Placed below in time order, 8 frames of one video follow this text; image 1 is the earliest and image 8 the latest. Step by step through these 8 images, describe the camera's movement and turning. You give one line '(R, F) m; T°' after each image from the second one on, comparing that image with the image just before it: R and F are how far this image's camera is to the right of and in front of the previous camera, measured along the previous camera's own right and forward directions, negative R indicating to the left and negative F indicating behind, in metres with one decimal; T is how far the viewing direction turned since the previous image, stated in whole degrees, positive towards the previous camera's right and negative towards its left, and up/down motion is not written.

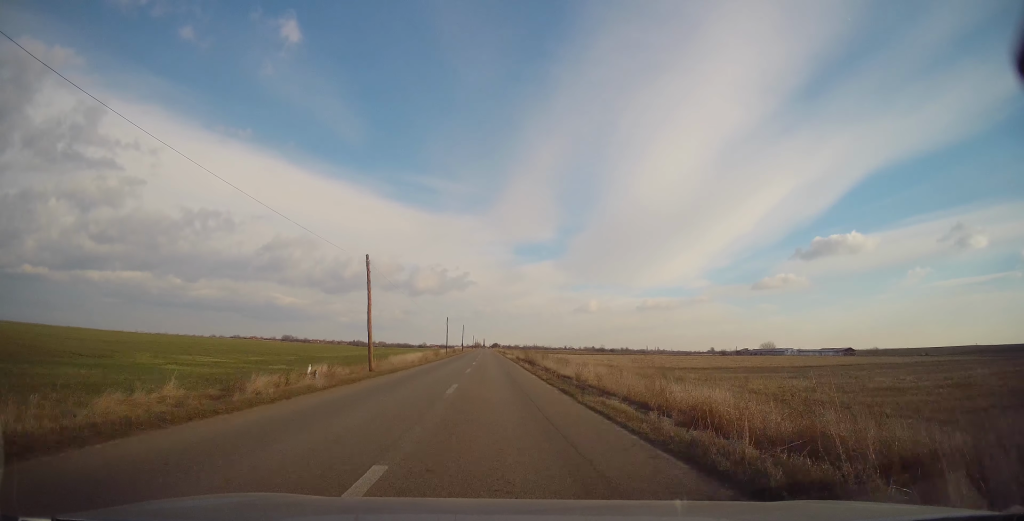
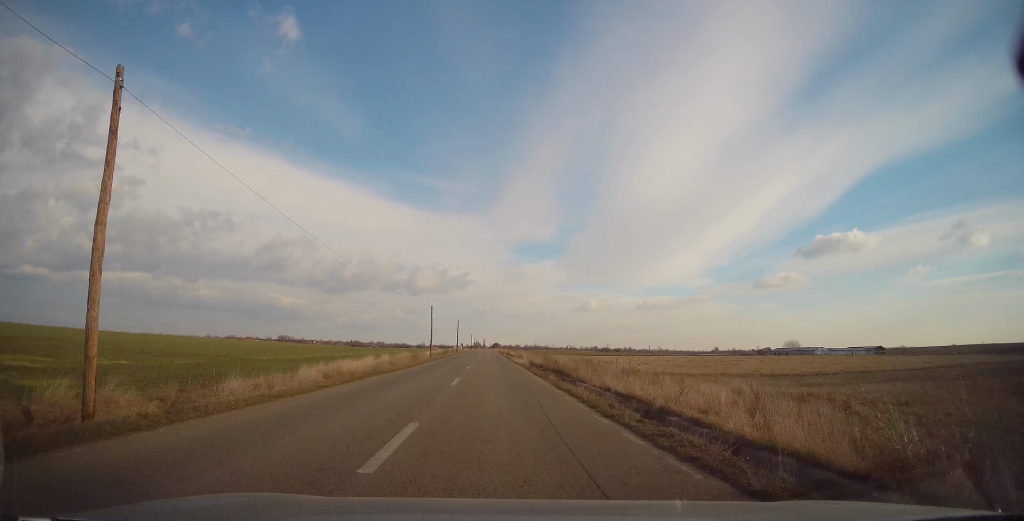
(0.0, +20.9) m; +1°
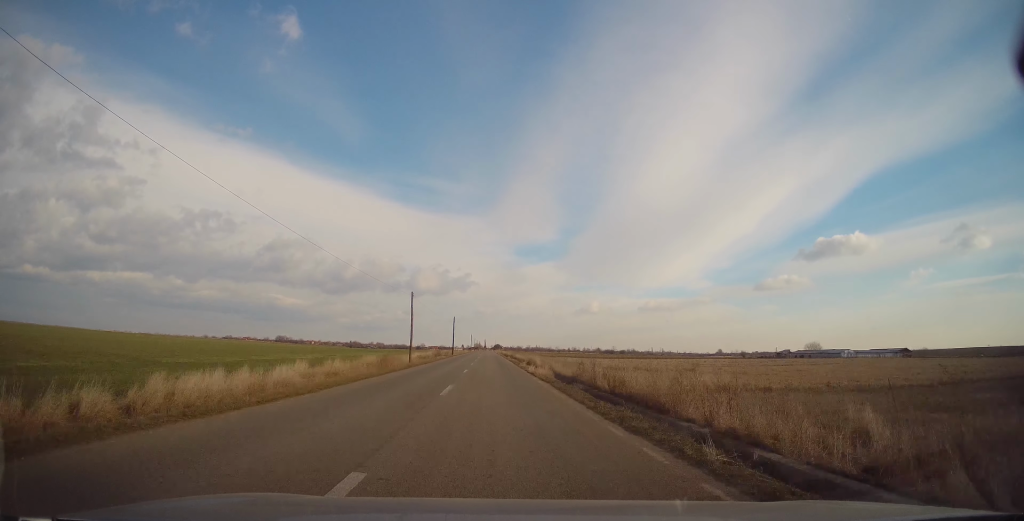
(+0.1, +15.9) m; 0°
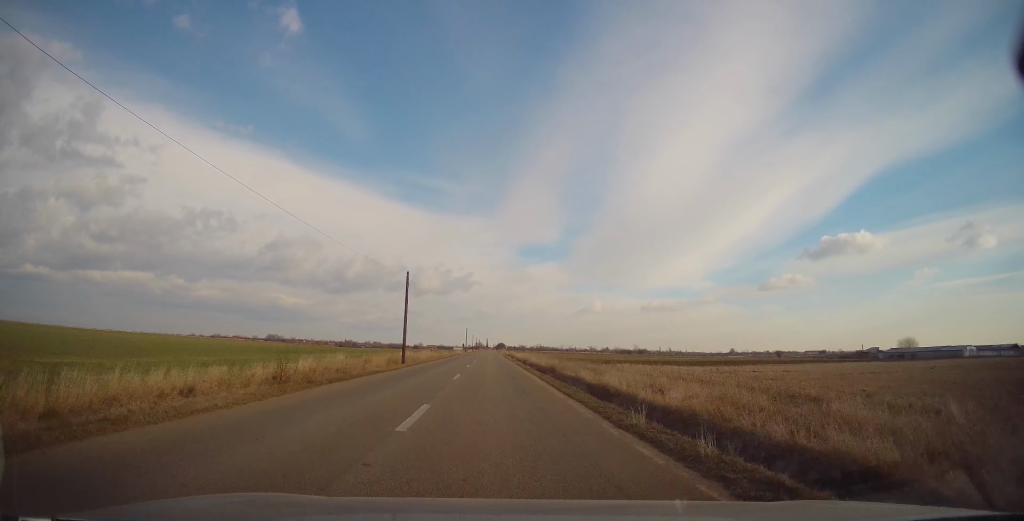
(-0.3, +54.0) m; -1°
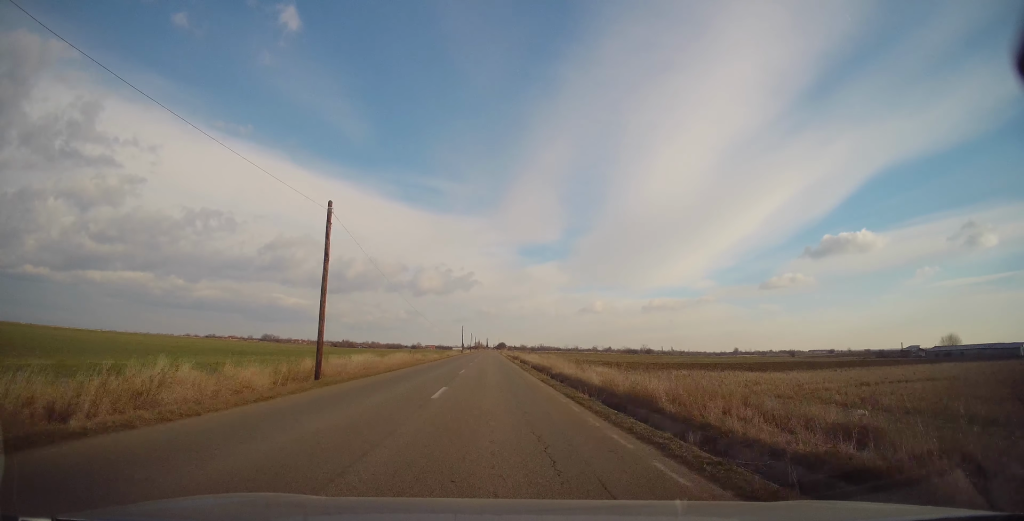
(0.0, +18.9) m; 0°
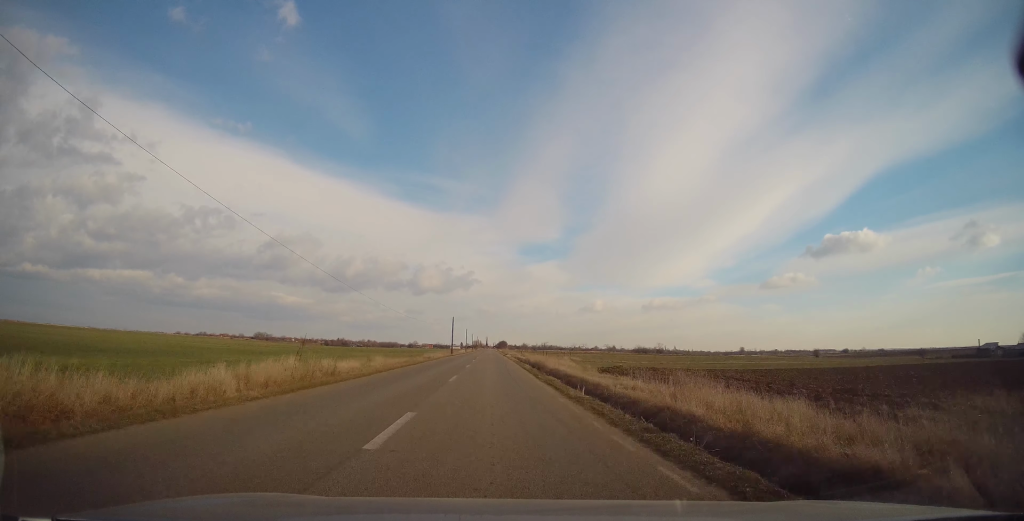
(+0.1, +30.3) m; 0°
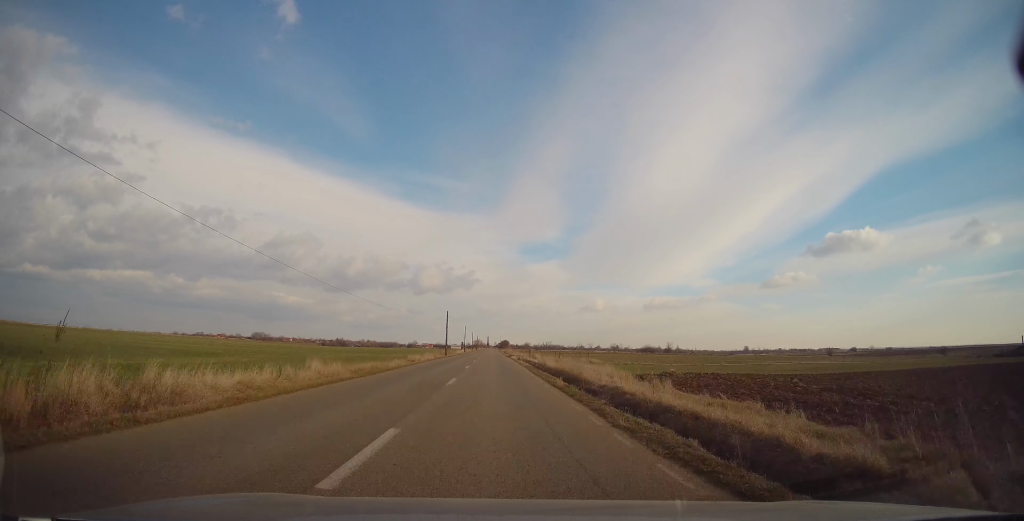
(0.0, +13.5) m; 0°
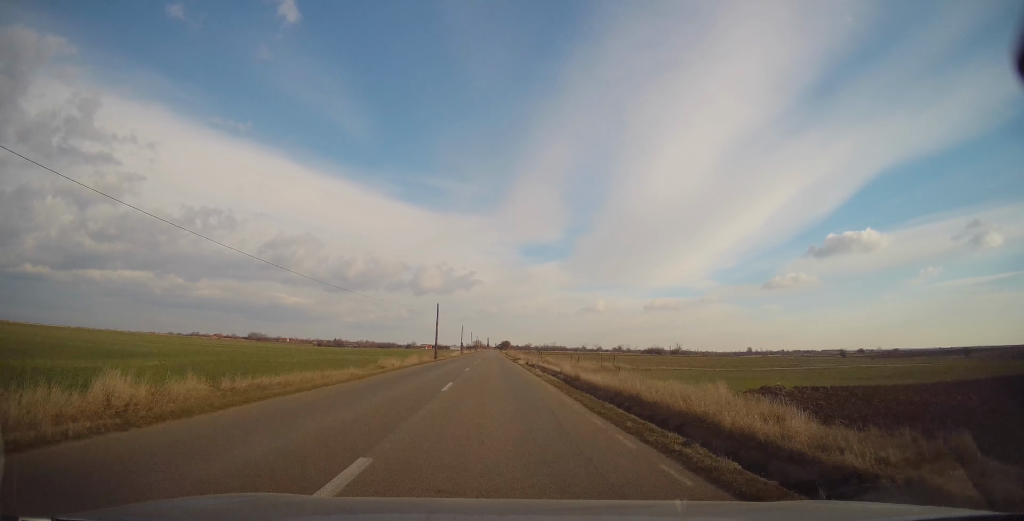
(0.0, +14.0) m; 0°
